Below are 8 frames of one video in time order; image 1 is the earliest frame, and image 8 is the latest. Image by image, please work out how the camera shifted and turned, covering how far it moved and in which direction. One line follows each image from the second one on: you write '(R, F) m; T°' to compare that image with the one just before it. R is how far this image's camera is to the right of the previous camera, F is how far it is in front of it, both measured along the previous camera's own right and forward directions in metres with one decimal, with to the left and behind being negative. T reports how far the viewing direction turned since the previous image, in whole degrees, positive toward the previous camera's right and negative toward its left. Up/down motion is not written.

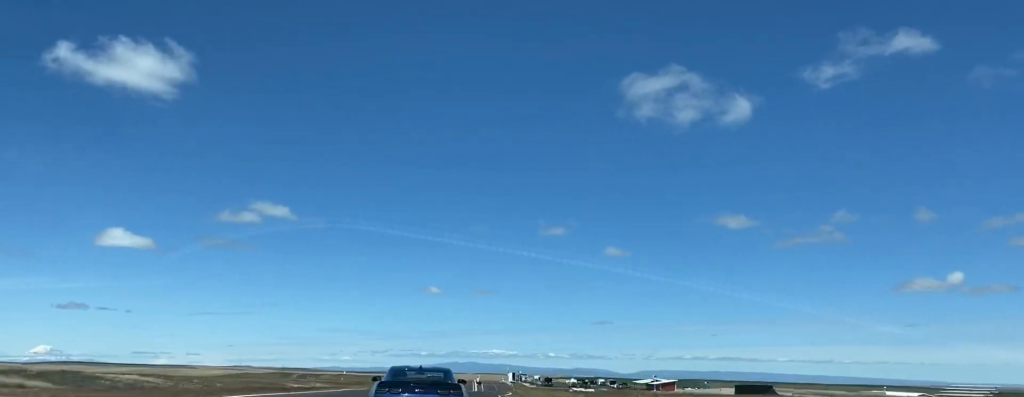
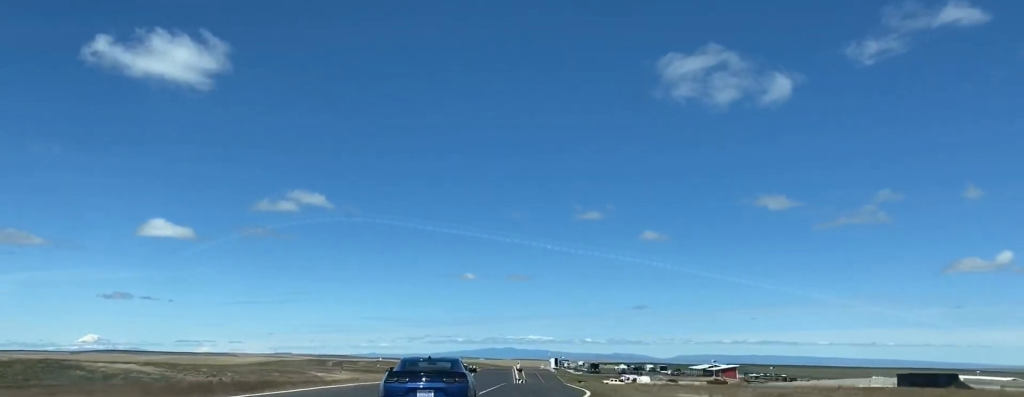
(-1.8, +22.8) m; -3°
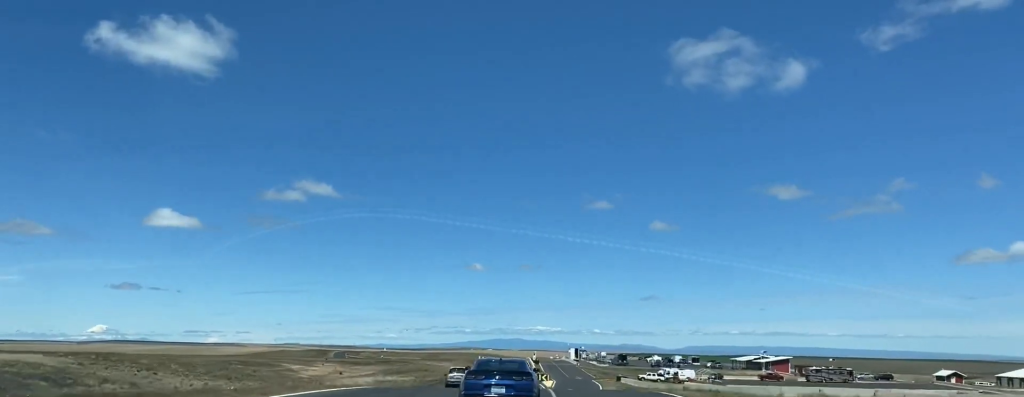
(-0.5, +32.9) m; 0°
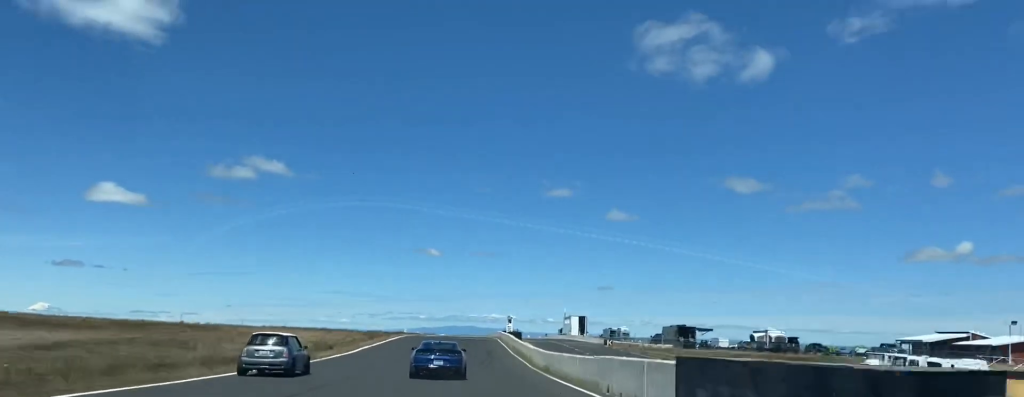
(+3.1, +114.7) m; +2°
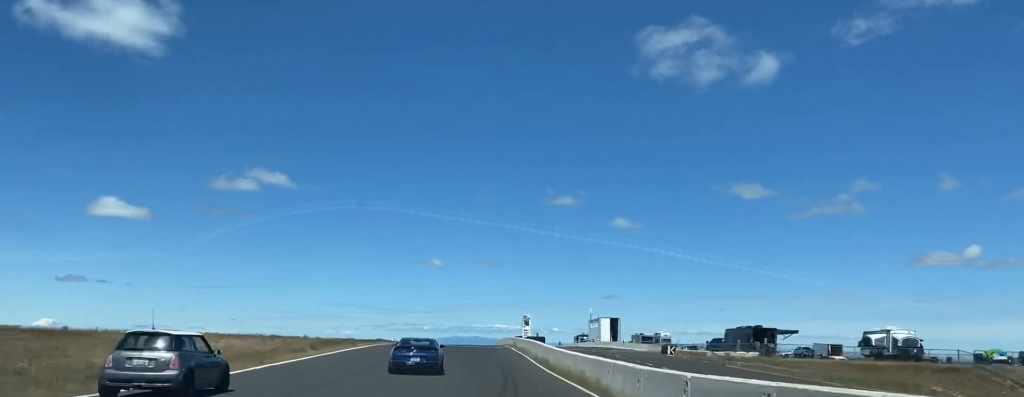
(0.0, +27.3) m; -1°
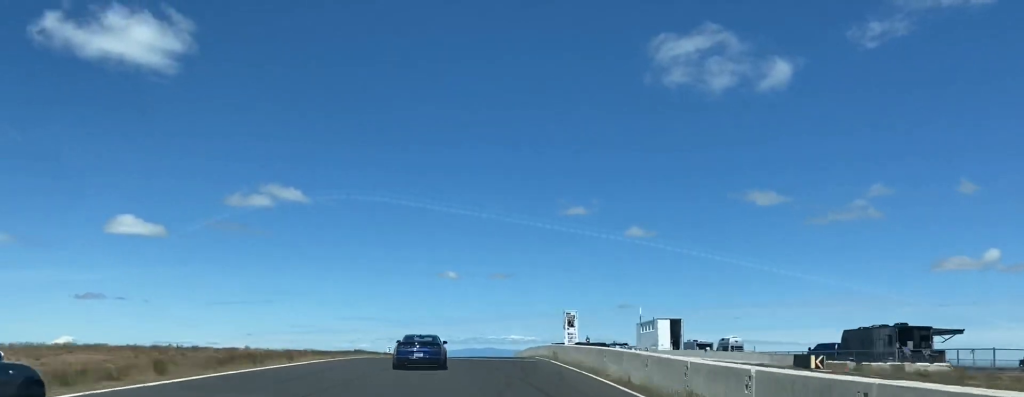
(-0.1, +25.0) m; -1°
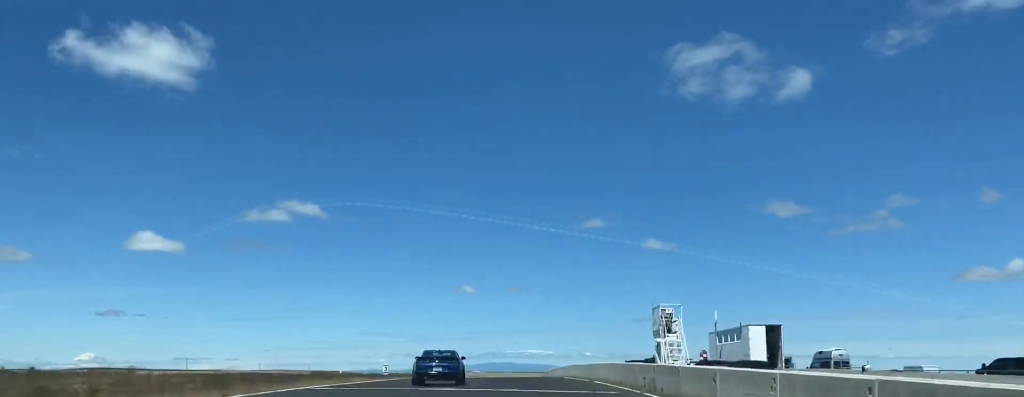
(-0.2, +20.5) m; -1°
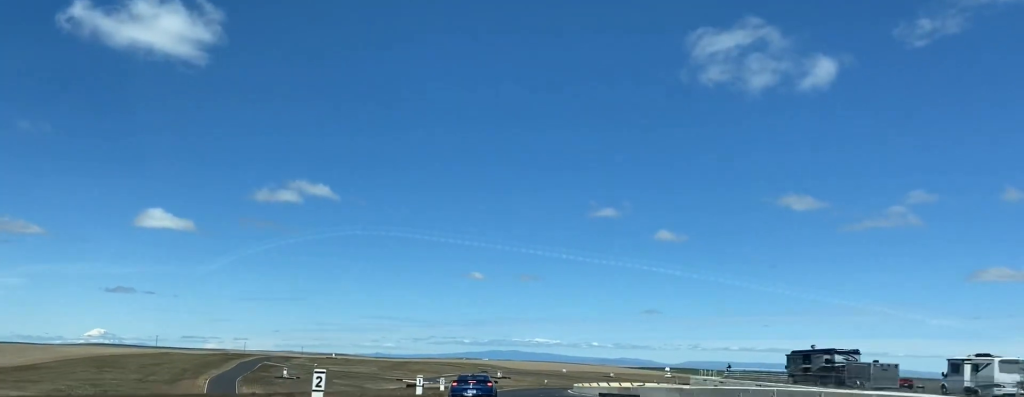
(-1.1, +68.2) m; -1°
